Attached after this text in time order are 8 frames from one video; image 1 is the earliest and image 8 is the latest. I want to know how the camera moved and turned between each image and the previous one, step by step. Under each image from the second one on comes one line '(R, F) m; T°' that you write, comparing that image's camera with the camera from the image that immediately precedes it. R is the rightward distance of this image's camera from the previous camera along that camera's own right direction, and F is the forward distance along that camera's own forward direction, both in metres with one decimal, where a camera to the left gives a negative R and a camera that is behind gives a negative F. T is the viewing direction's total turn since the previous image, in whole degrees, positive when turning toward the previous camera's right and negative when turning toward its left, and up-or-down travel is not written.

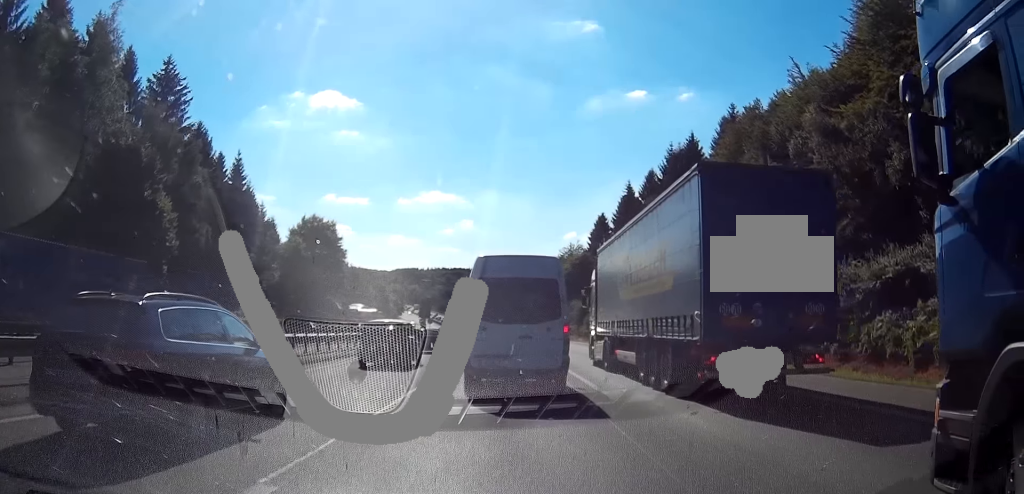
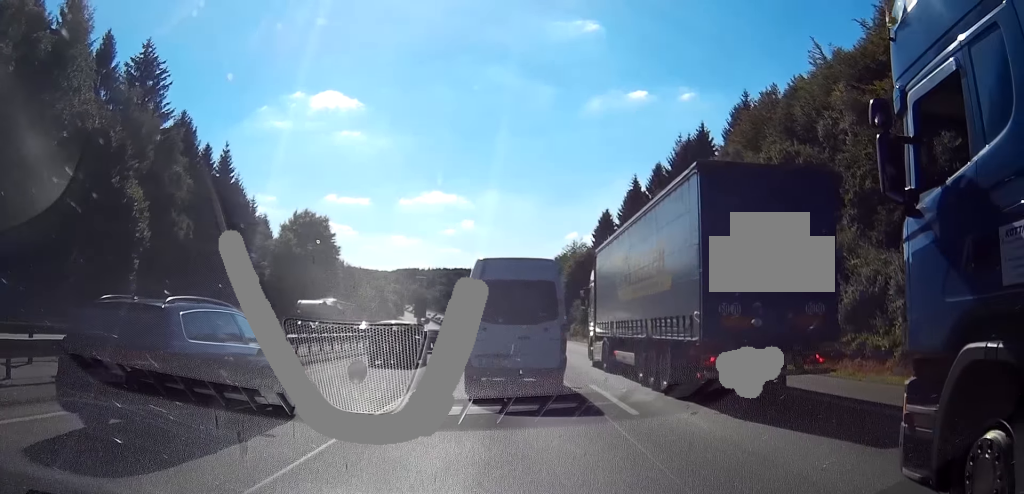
(-0.1, +5.5) m; -1°
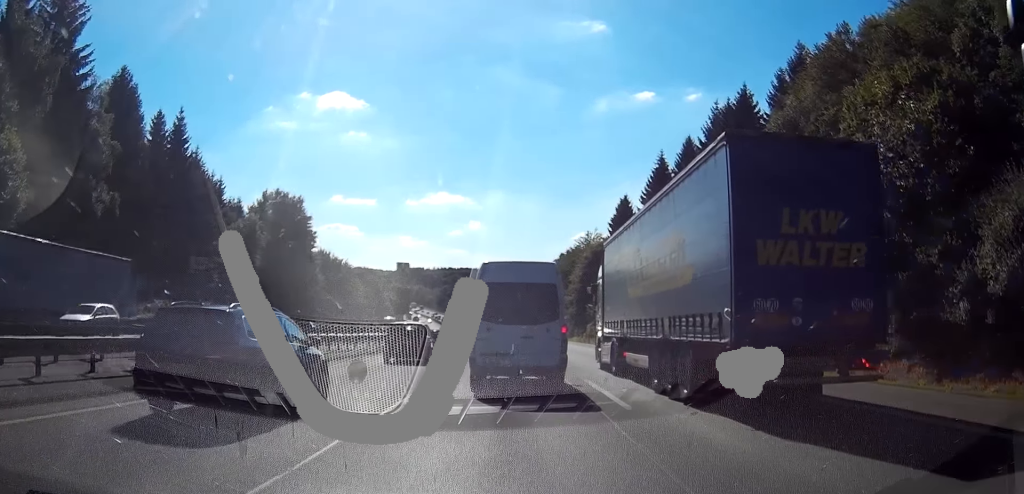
(0.0, +17.7) m; 0°
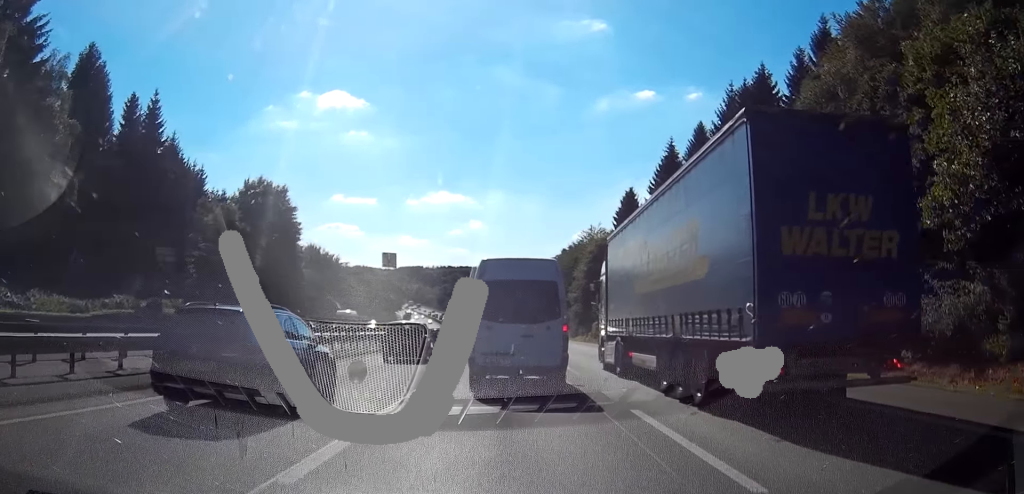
(0.0, +6.7) m; 0°
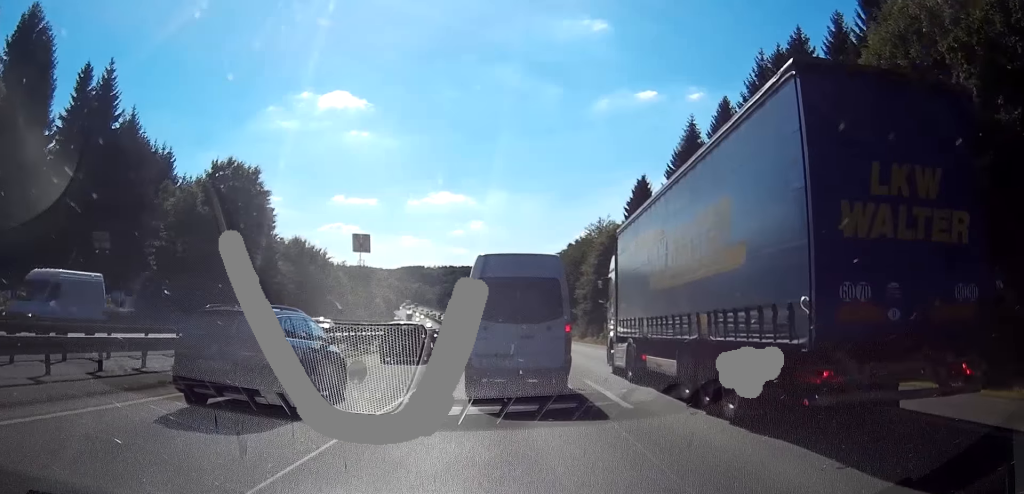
(0.0, +10.0) m; 0°
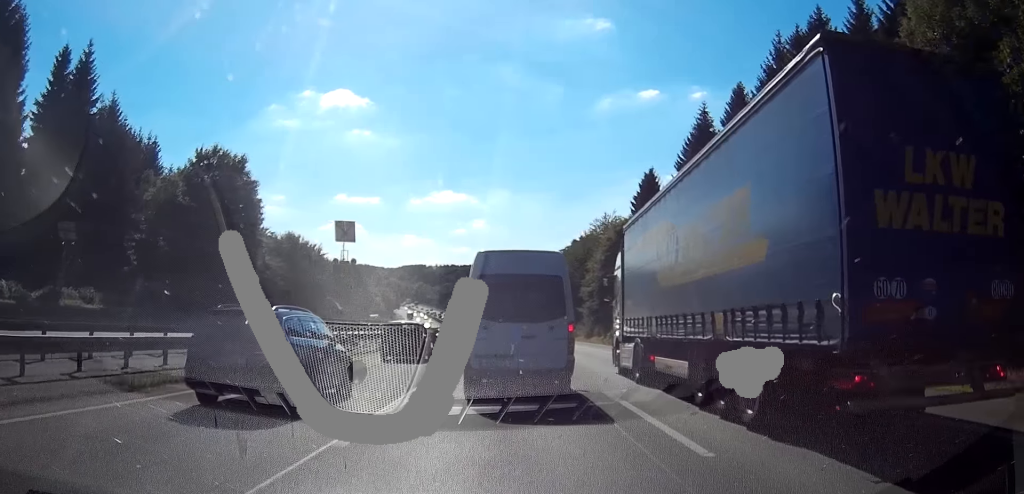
(0.0, +4.4) m; 0°
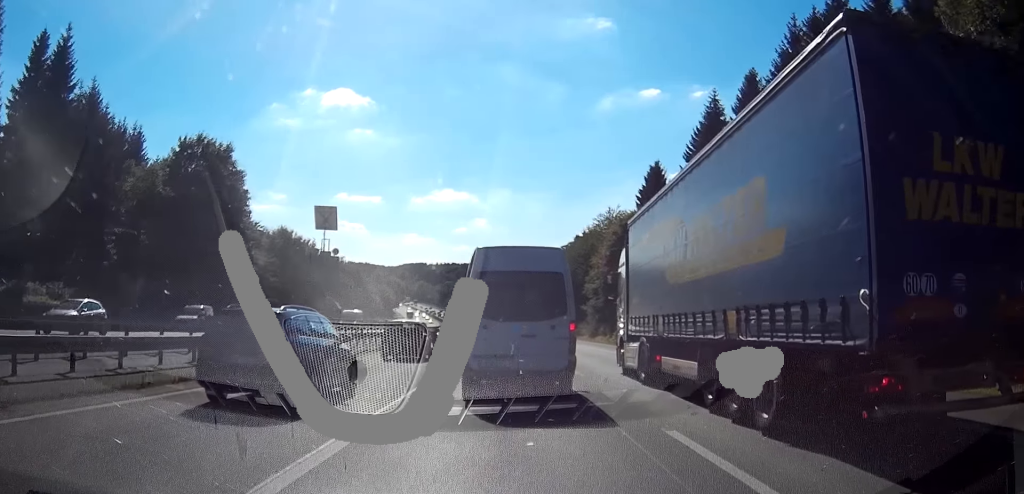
(0.0, +3.7) m; -1°
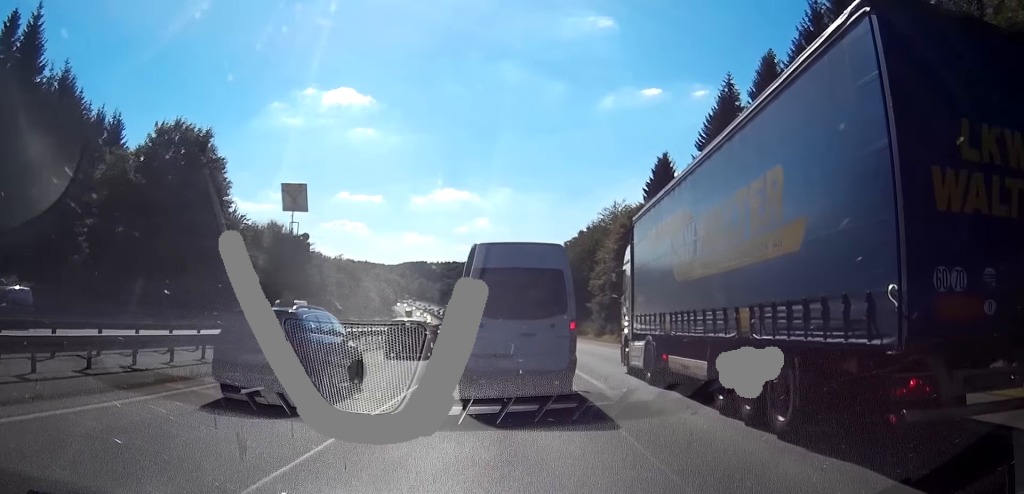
(0.0, +4.8) m; -1°
